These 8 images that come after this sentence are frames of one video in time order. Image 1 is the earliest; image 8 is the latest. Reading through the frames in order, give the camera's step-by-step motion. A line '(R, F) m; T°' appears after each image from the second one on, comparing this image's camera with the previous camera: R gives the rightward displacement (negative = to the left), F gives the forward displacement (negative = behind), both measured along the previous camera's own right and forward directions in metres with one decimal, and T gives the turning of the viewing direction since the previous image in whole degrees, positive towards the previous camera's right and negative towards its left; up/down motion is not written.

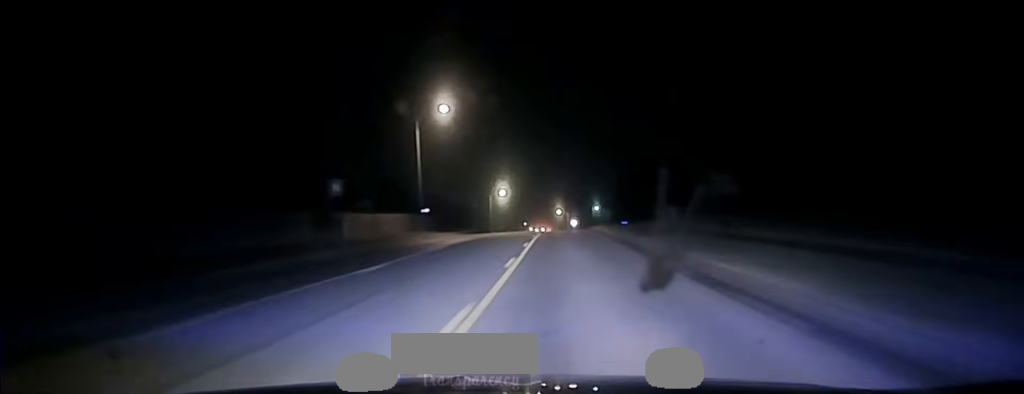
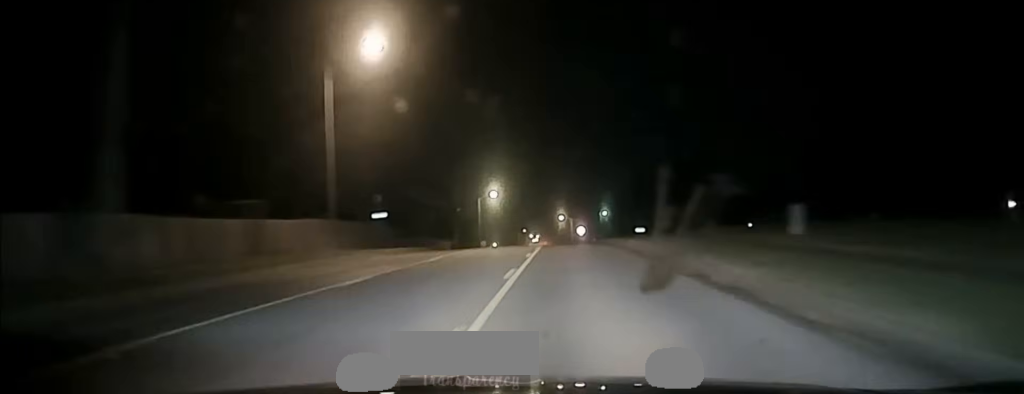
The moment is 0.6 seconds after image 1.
(+0.1, +28.9) m; 0°
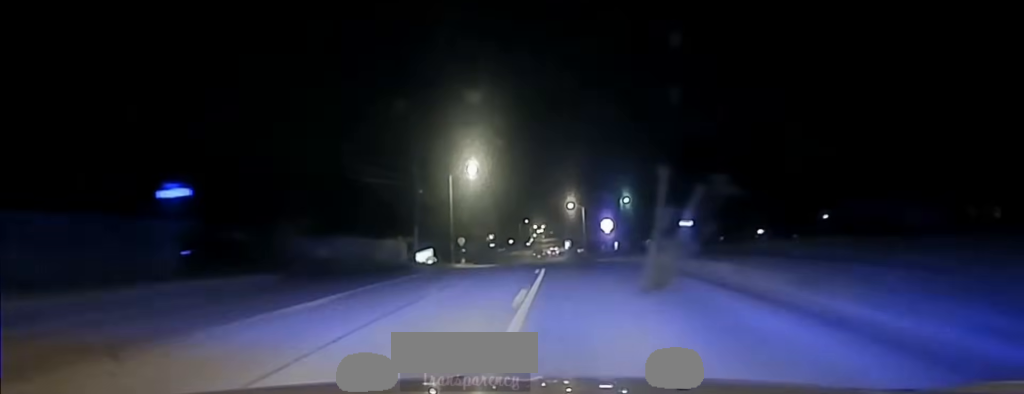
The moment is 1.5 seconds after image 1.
(-0.4, +38.9) m; -1°
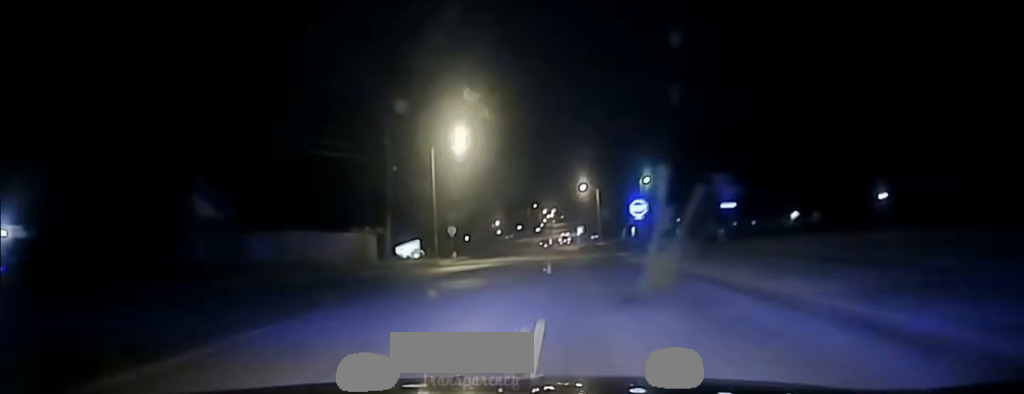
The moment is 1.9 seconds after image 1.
(-0.1, +18.1) m; 0°
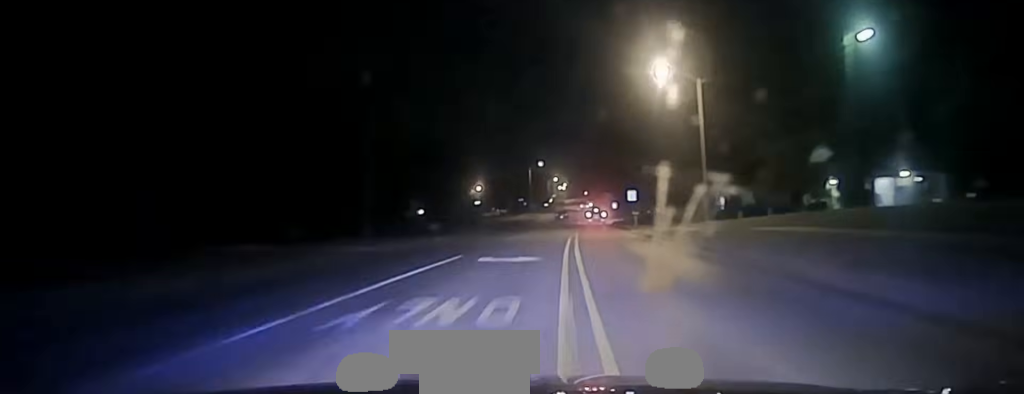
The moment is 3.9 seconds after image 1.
(-0.9, +88.0) m; -1°
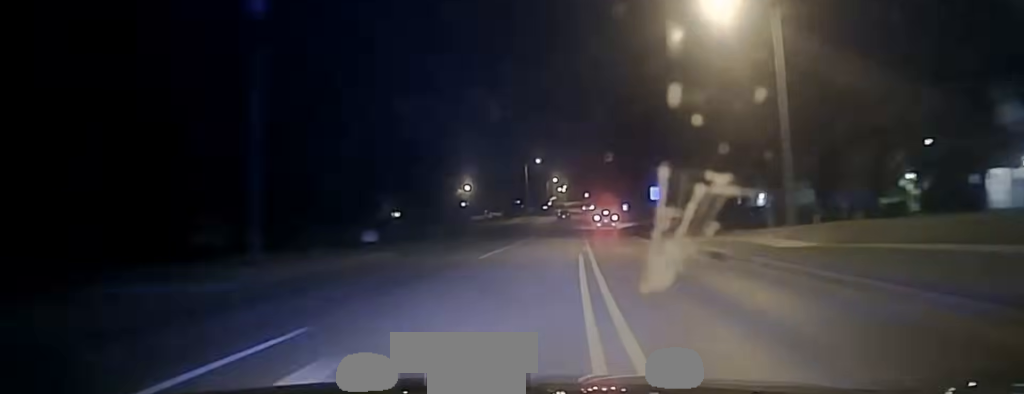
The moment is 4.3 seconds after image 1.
(-0.2, +18.5) m; 0°
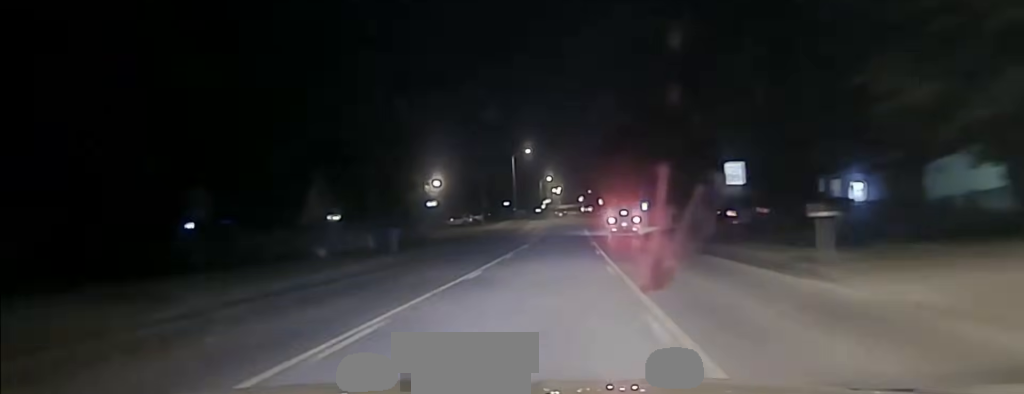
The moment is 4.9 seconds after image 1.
(+0.1, +27.6) m; 0°
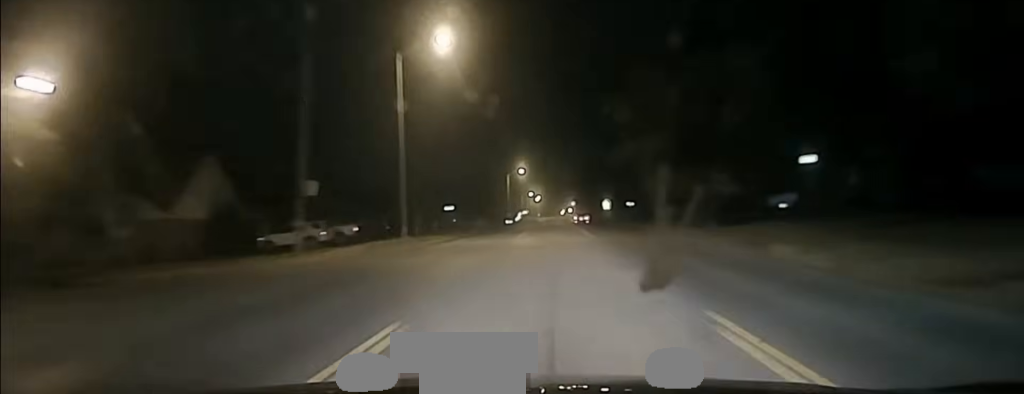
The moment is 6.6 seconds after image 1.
(+1.1, +72.4) m; +1°
